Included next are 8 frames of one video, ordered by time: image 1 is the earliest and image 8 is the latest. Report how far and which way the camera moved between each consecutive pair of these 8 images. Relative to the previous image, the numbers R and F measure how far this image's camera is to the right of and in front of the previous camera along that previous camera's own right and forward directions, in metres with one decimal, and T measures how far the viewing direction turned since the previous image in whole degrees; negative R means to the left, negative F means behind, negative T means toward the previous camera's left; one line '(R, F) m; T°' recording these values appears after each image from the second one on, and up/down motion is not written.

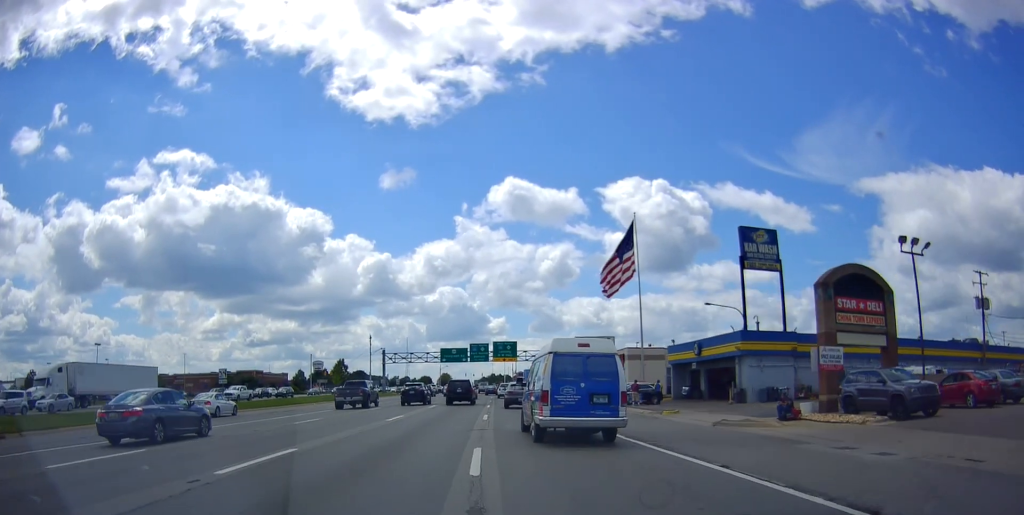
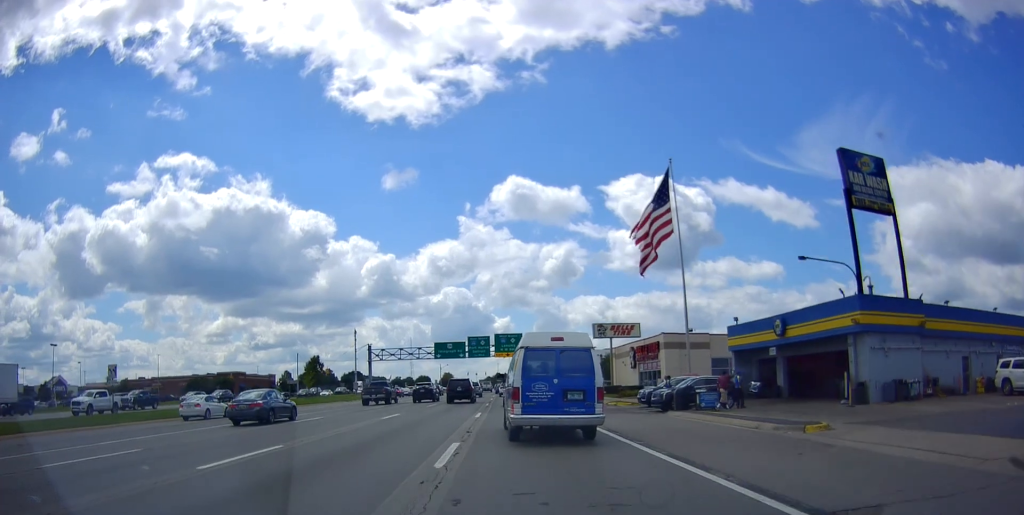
(+0.2, +15.4) m; +2°
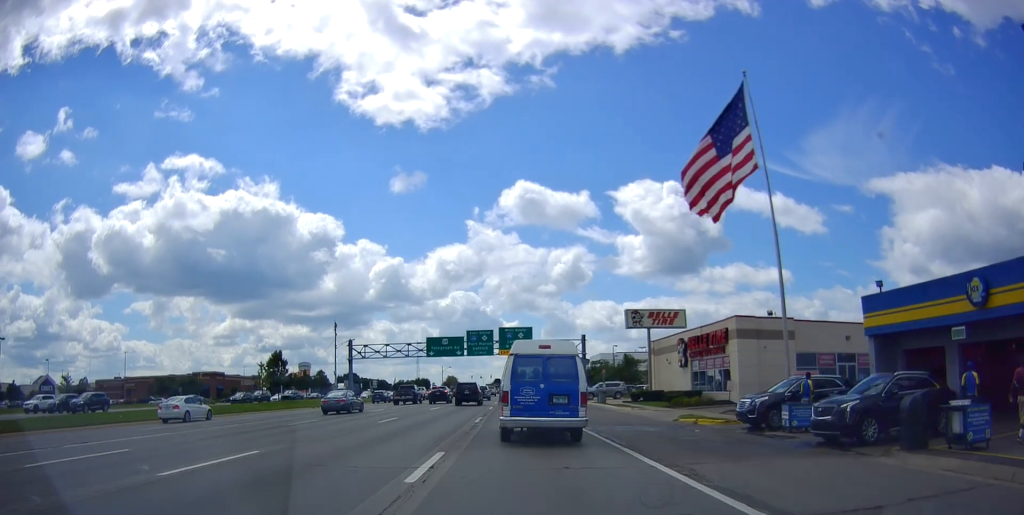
(+0.5, +17.7) m; +1°
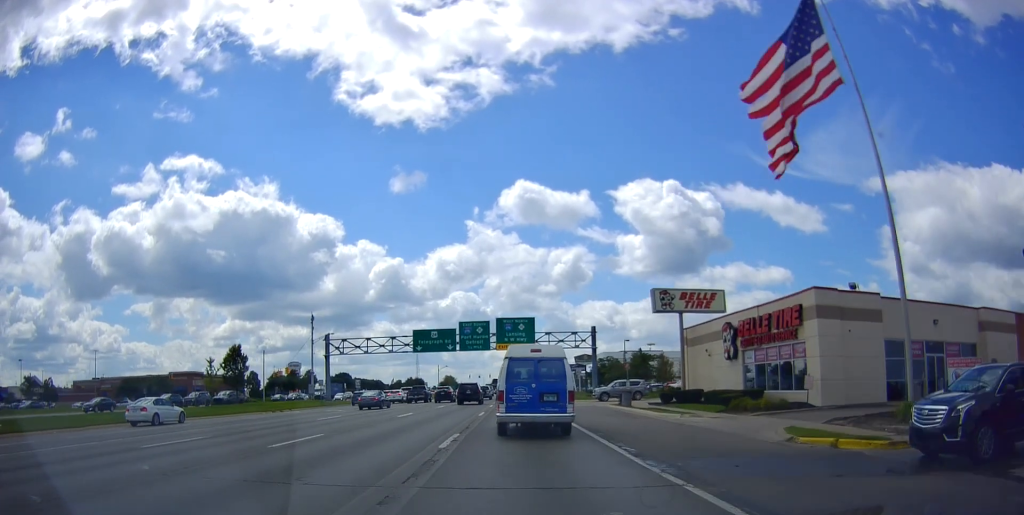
(-0.2, +11.9) m; -1°
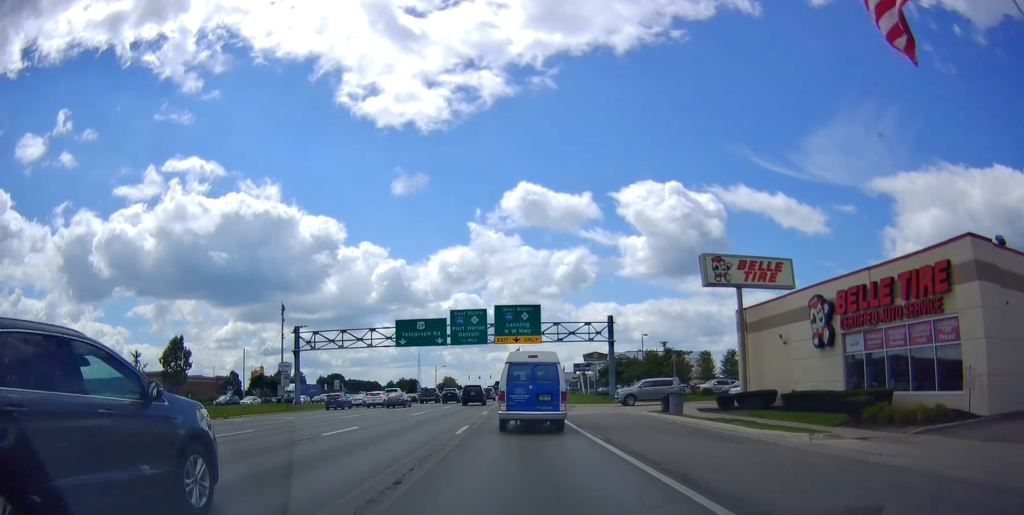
(-0.3, +12.5) m; -1°
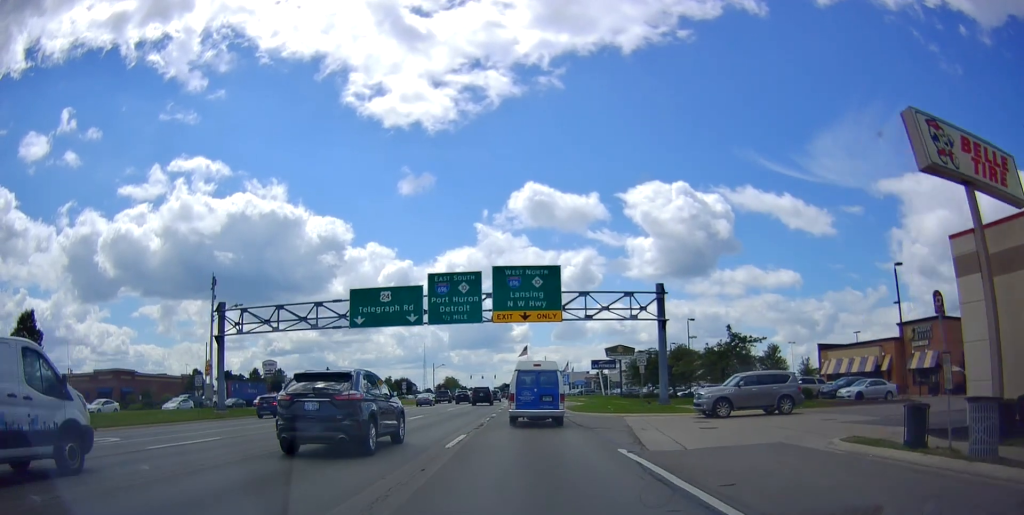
(0.0, +19.7) m; -1°
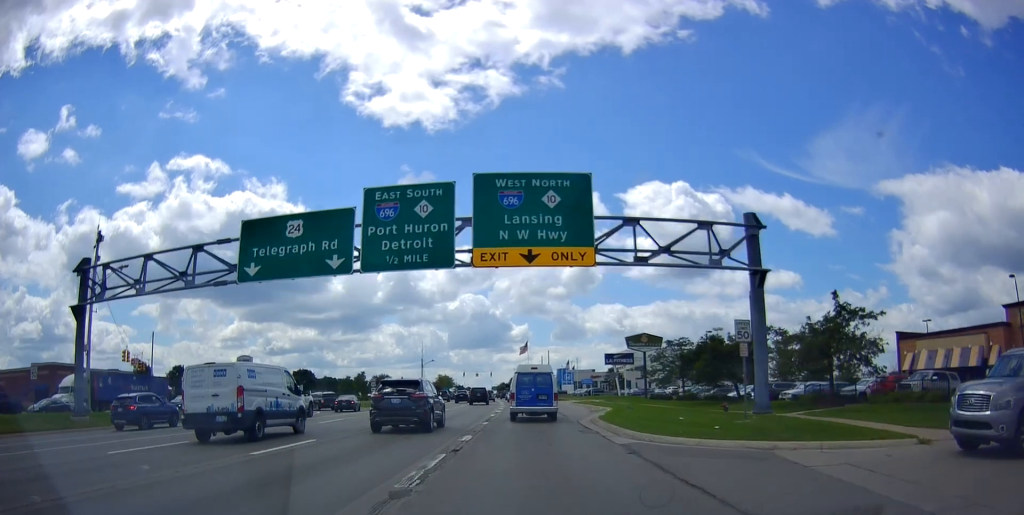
(-0.1, +17.4) m; 0°
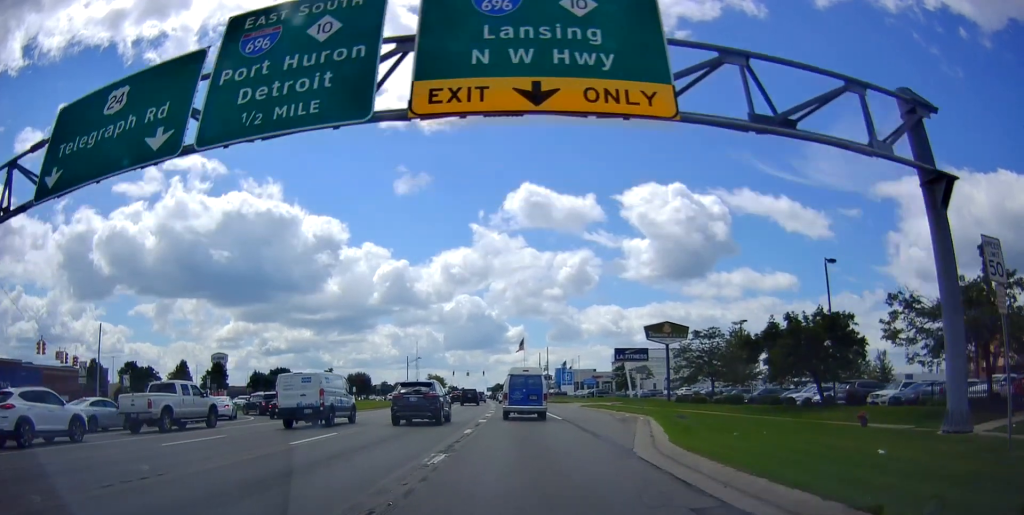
(0.0, +12.3) m; +3°
